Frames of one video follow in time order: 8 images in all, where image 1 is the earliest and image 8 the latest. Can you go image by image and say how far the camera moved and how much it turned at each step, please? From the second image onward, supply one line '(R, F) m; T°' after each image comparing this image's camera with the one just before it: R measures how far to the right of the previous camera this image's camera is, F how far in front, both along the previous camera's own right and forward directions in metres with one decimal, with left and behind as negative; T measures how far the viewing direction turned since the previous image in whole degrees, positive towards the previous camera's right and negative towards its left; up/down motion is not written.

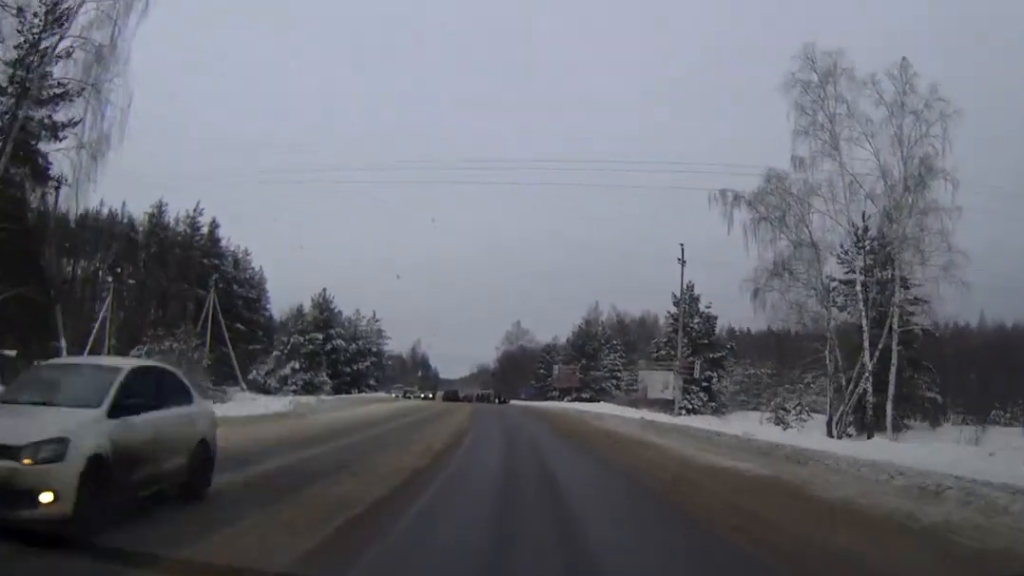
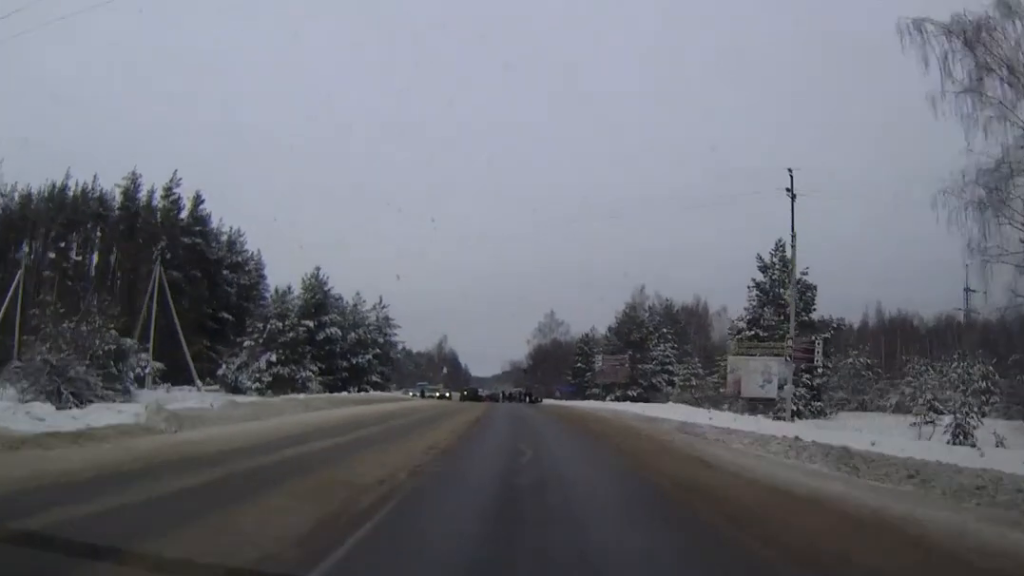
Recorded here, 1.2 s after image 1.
(-0.3, +18.7) m; -2°
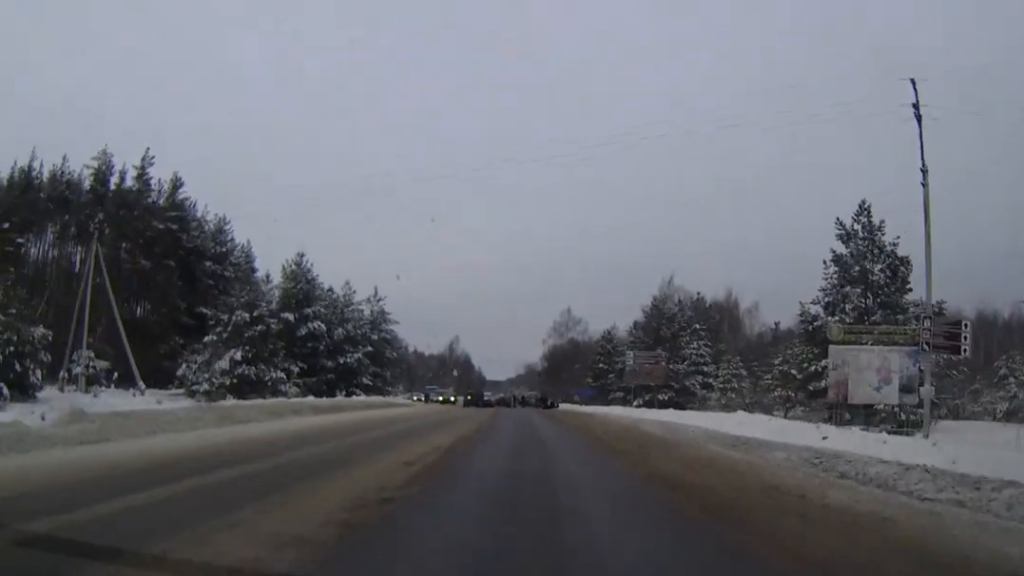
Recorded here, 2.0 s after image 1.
(-0.1, +12.7) m; -1°
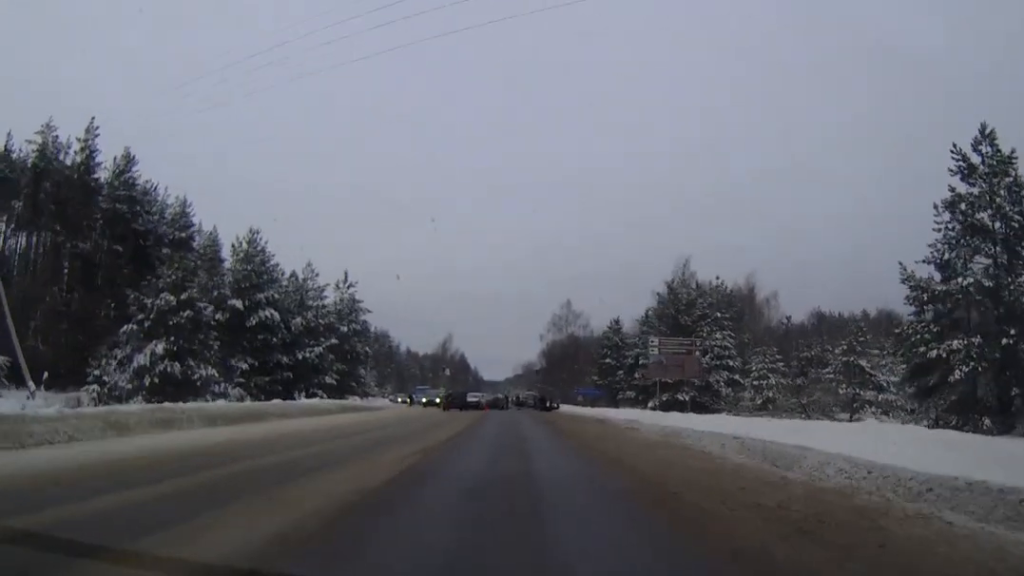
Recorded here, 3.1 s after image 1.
(-0.1, +12.8) m; -1°
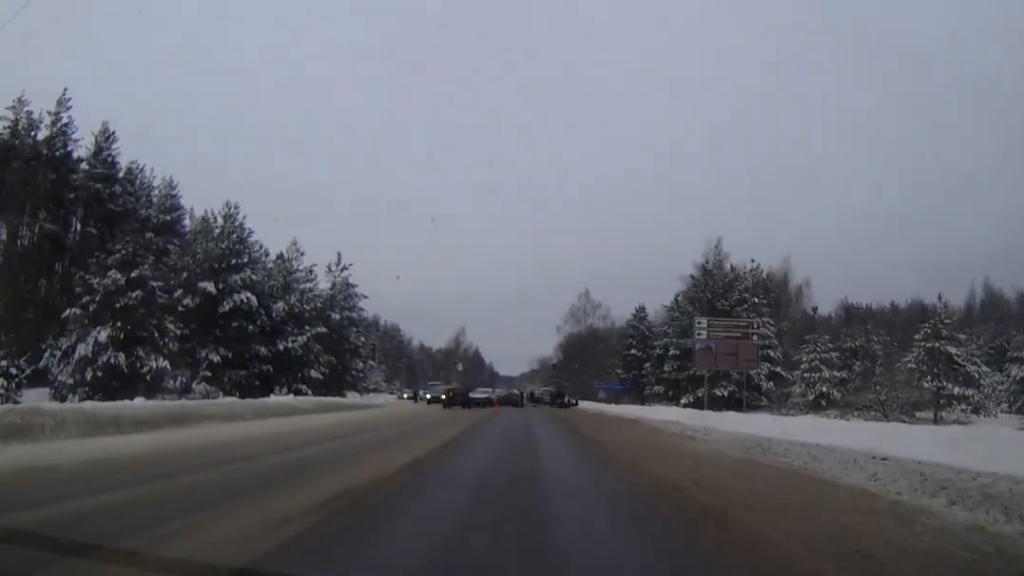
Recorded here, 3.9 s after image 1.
(0.0, +8.9) m; -1°
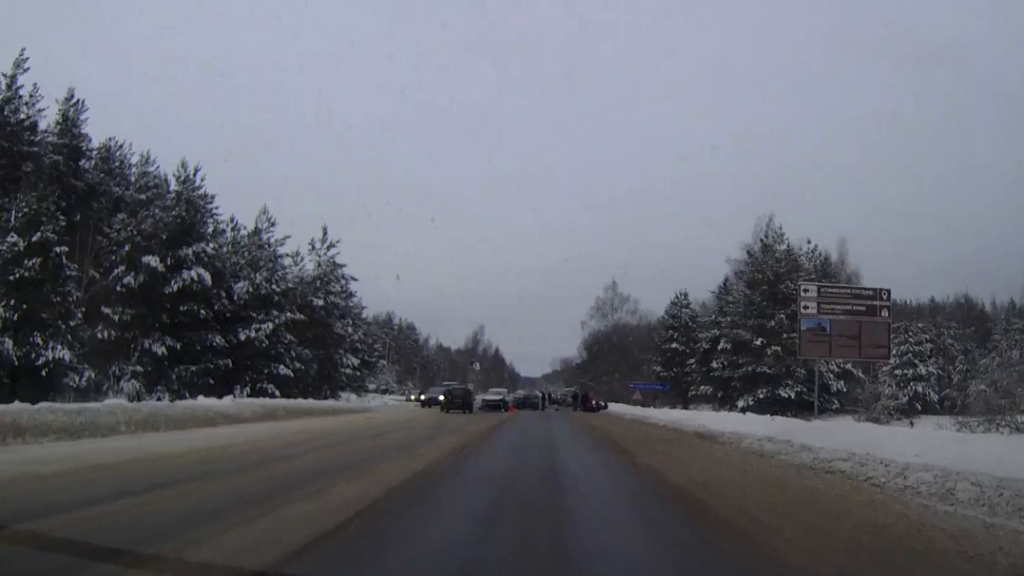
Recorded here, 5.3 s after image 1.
(-0.2, +11.7) m; -1°
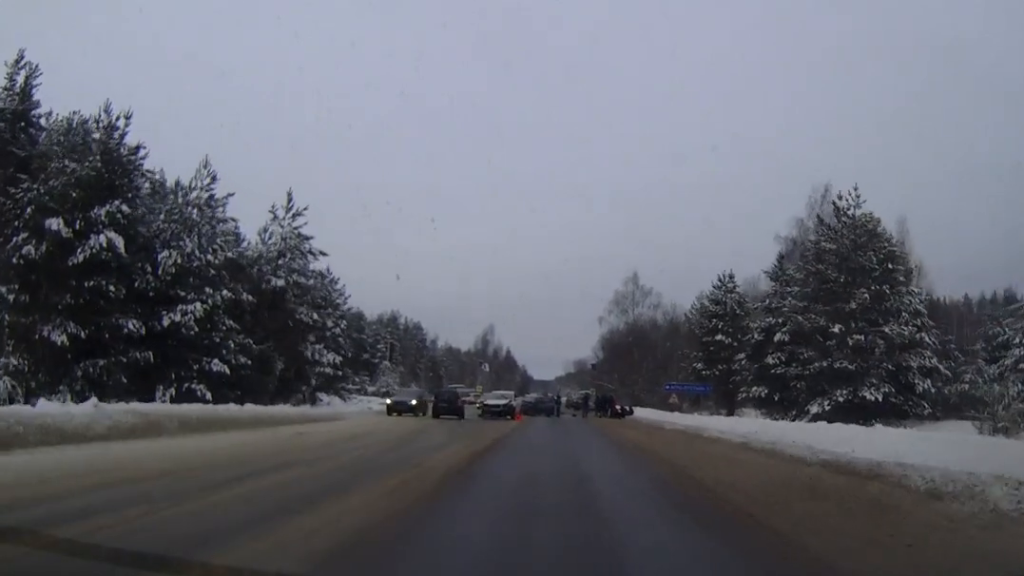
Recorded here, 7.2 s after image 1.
(-0.1, +11.7) m; -1°
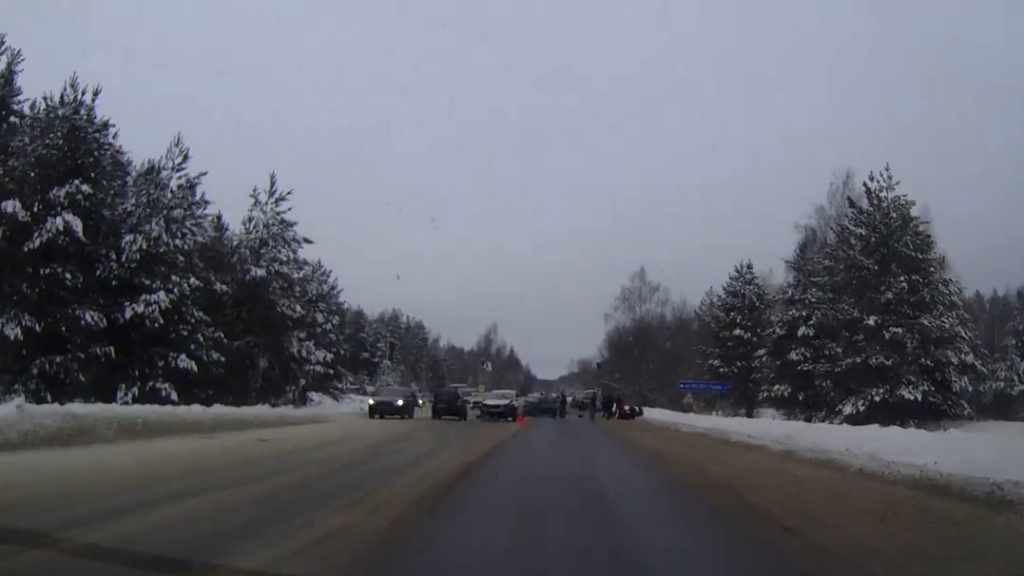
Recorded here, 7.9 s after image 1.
(0.0, +4.1) m; 0°
